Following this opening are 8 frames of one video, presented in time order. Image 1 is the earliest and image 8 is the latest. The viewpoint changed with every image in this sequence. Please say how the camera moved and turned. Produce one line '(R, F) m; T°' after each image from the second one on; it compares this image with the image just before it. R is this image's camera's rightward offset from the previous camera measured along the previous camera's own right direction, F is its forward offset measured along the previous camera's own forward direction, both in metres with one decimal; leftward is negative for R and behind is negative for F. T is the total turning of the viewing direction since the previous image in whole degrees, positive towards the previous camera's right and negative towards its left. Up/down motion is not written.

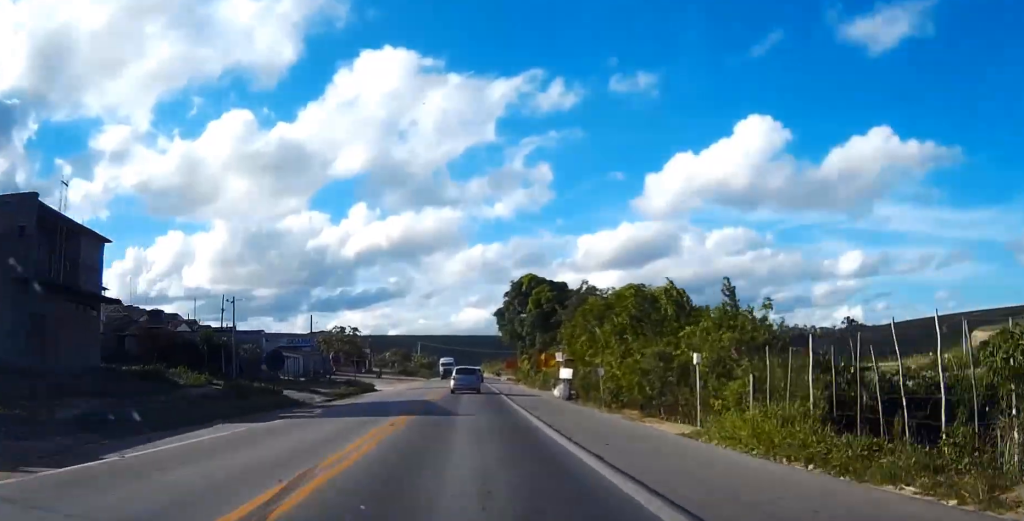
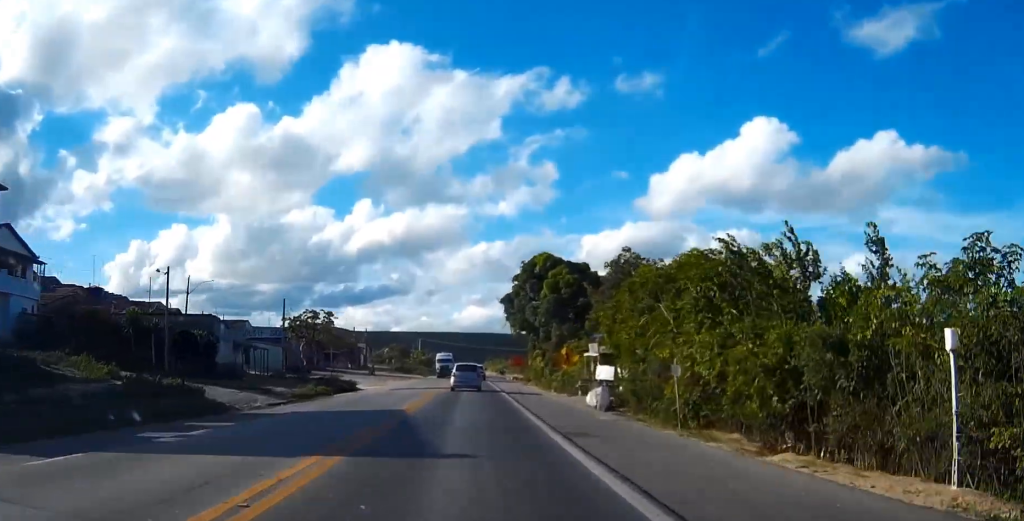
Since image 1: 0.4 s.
(0.0, +11.6) m; 0°
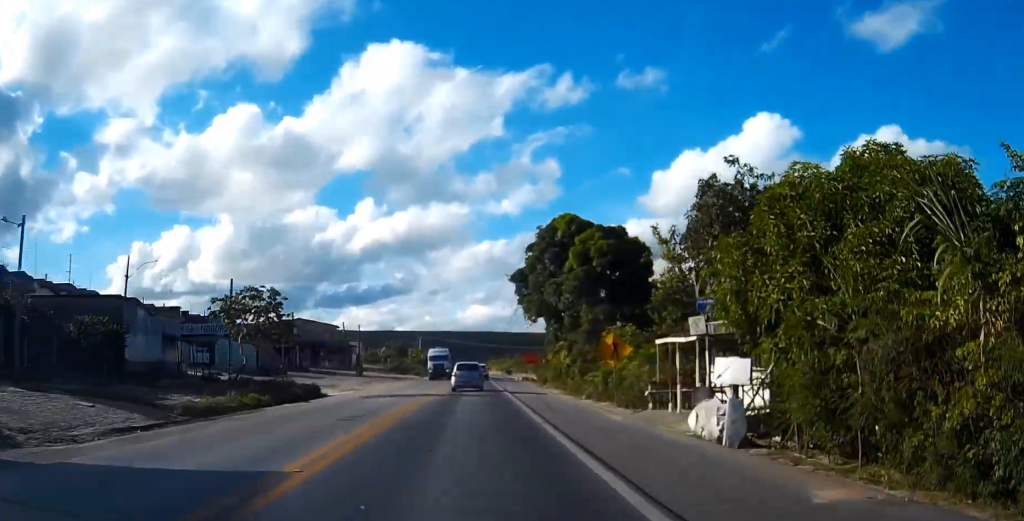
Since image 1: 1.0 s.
(0.0, +14.1) m; 0°
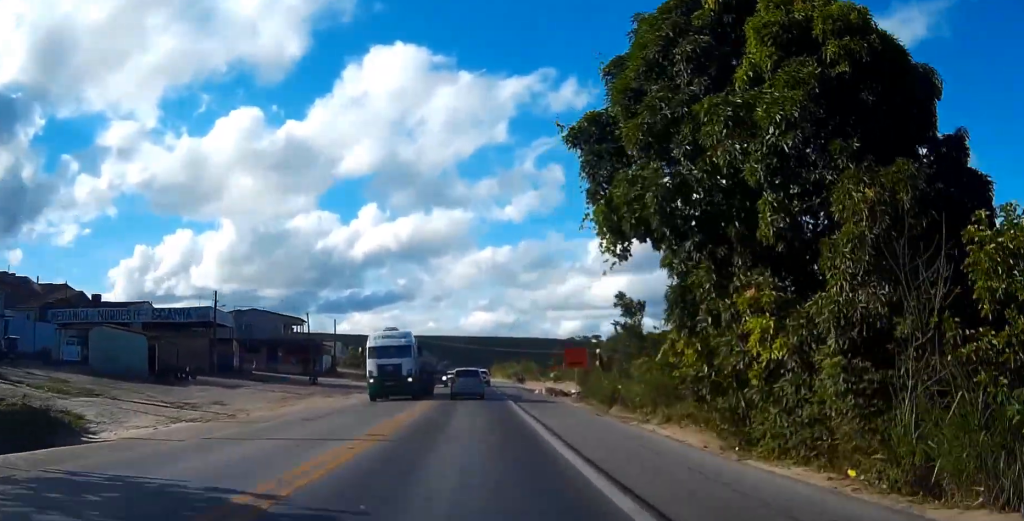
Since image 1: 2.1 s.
(0.0, +29.0) m; 0°
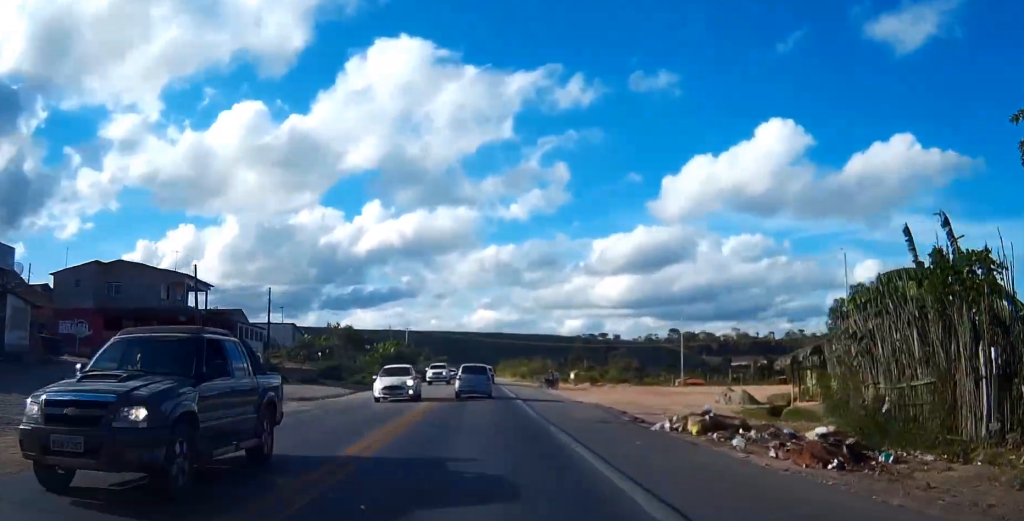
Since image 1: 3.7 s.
(-0.1, +41.0) m; 0°
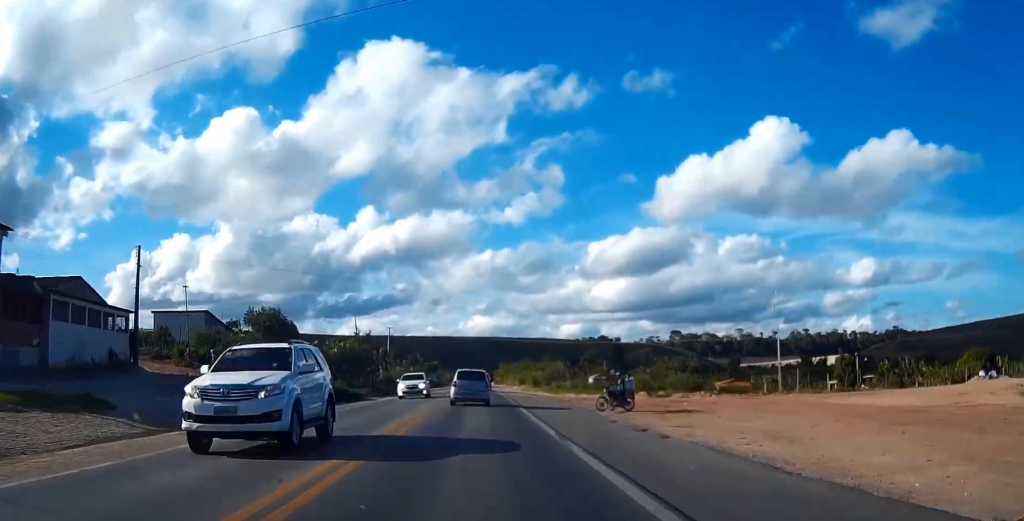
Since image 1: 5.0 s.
(-0.1, +32.9) m; 0°
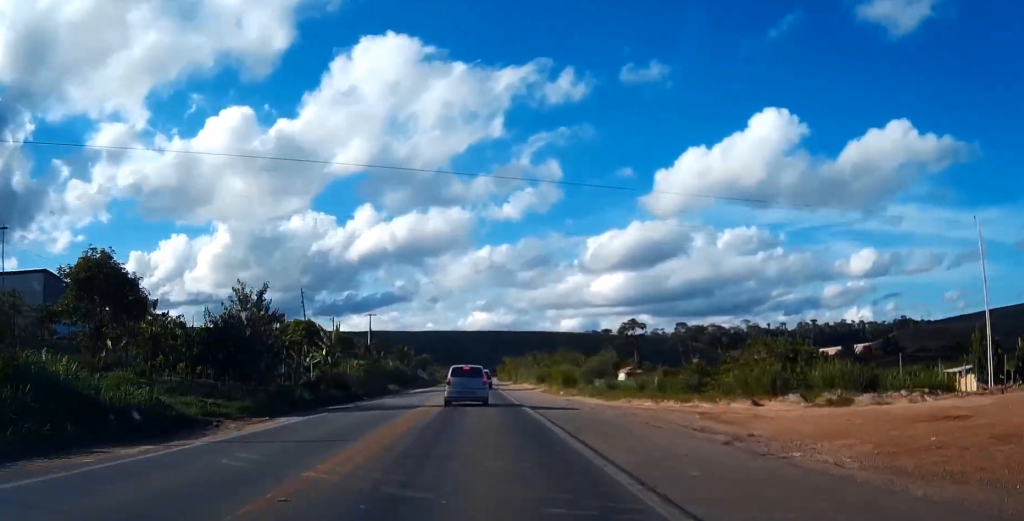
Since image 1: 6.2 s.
(+0.1, +29.5) m; 0°
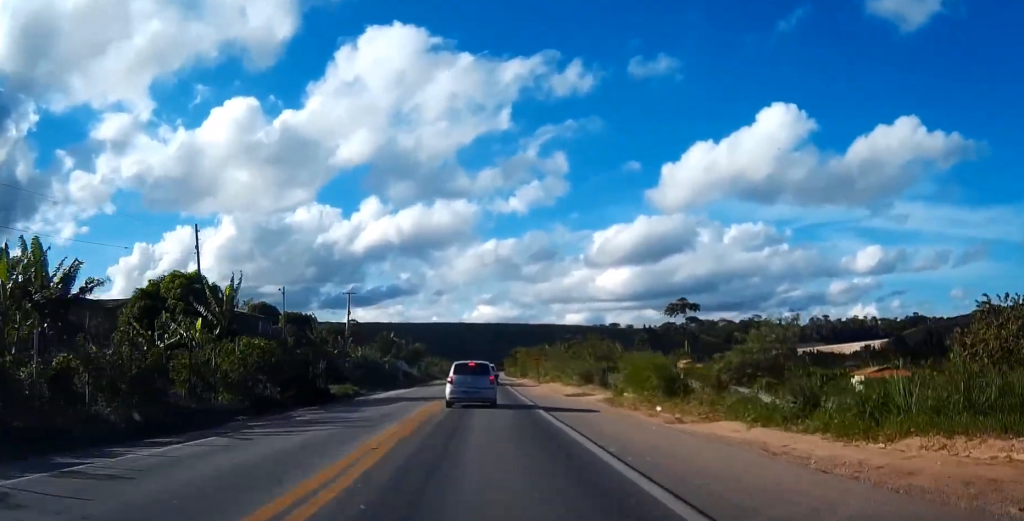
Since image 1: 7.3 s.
(-0.1, +27.9) m; 0°
